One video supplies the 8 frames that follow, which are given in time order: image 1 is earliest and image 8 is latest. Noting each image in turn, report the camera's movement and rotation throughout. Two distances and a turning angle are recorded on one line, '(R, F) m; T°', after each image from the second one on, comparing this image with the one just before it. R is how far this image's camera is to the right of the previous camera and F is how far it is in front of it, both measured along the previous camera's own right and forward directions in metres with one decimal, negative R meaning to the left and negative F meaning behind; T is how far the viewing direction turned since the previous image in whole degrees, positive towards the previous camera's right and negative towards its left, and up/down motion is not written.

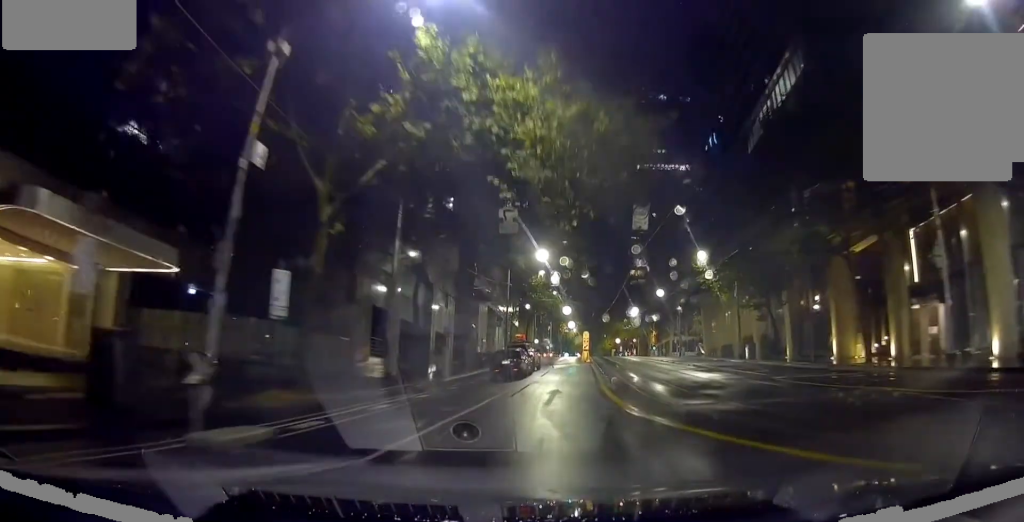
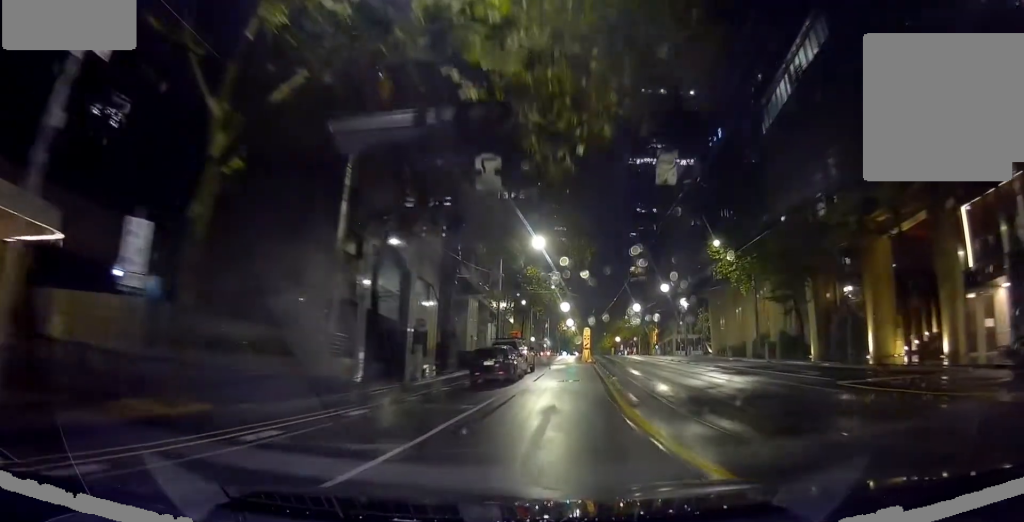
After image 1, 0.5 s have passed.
(-0.2, +6.8) m; -1°
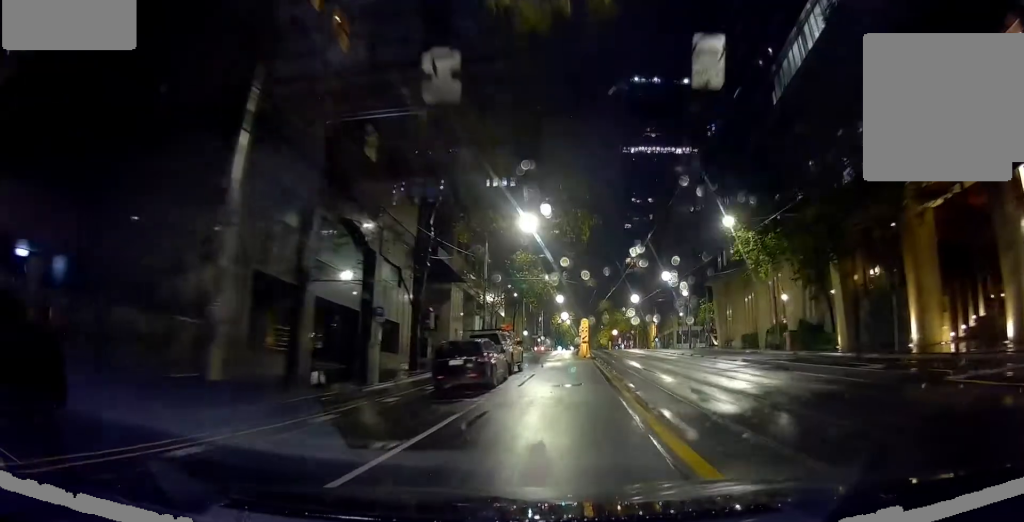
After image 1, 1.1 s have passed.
(-0.1, +6.8) m; -1°
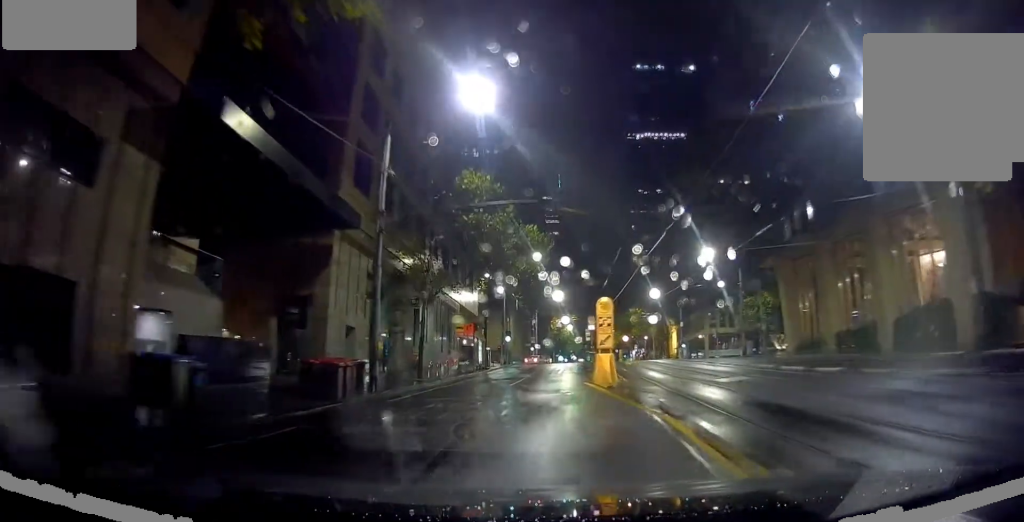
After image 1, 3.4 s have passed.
(+0.5, +29.3) m; +1°
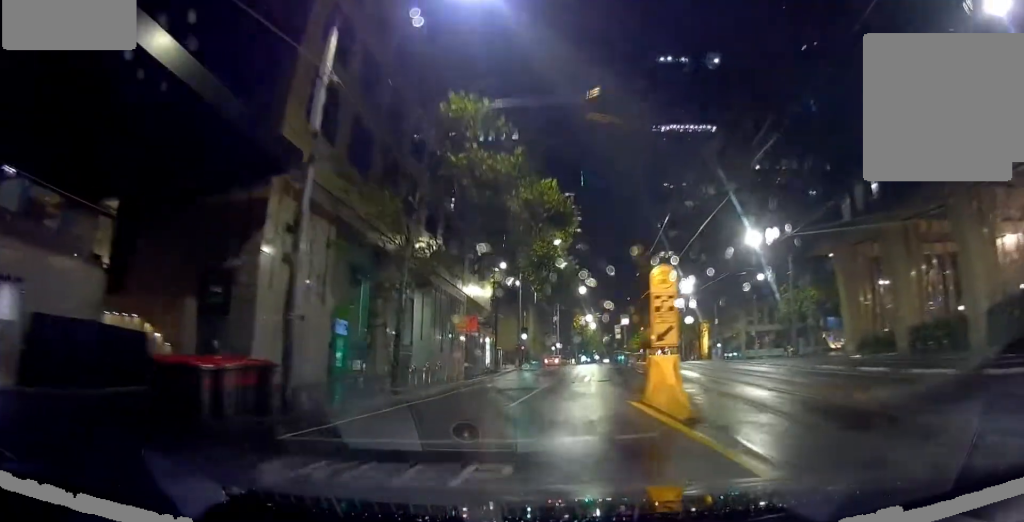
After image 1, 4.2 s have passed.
(-0.1, +9.6) m; -1°
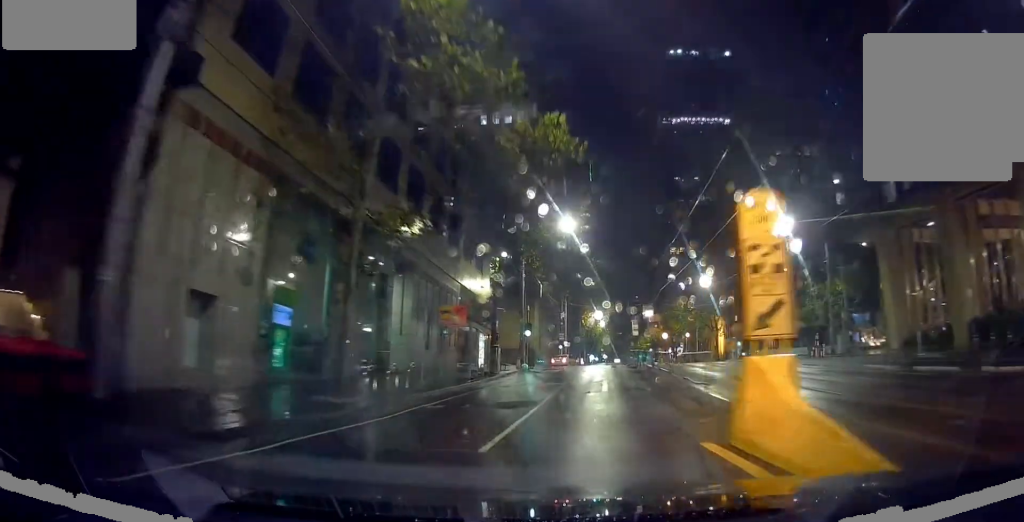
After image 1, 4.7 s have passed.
(0.0, +7.1) m; +1°
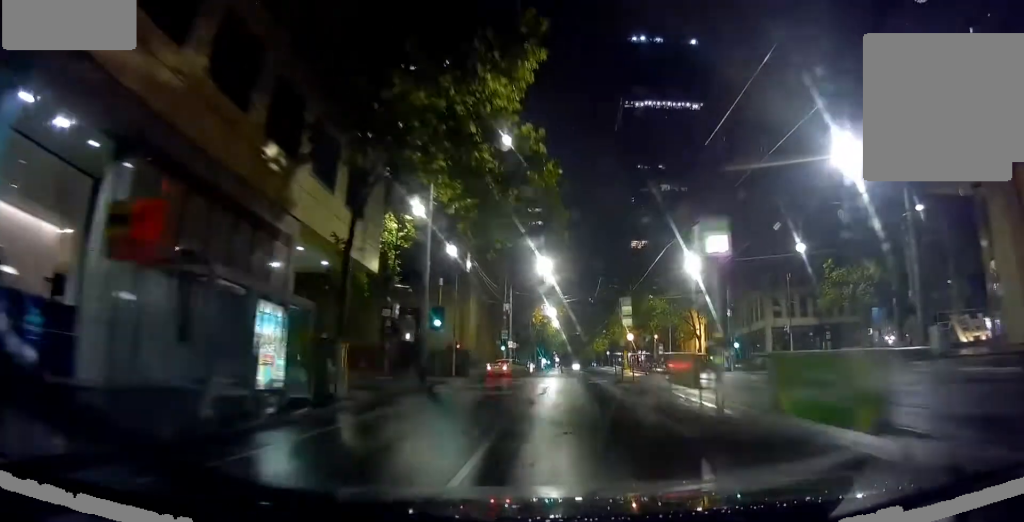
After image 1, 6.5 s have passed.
(+0.2, +22.1) m; 0°
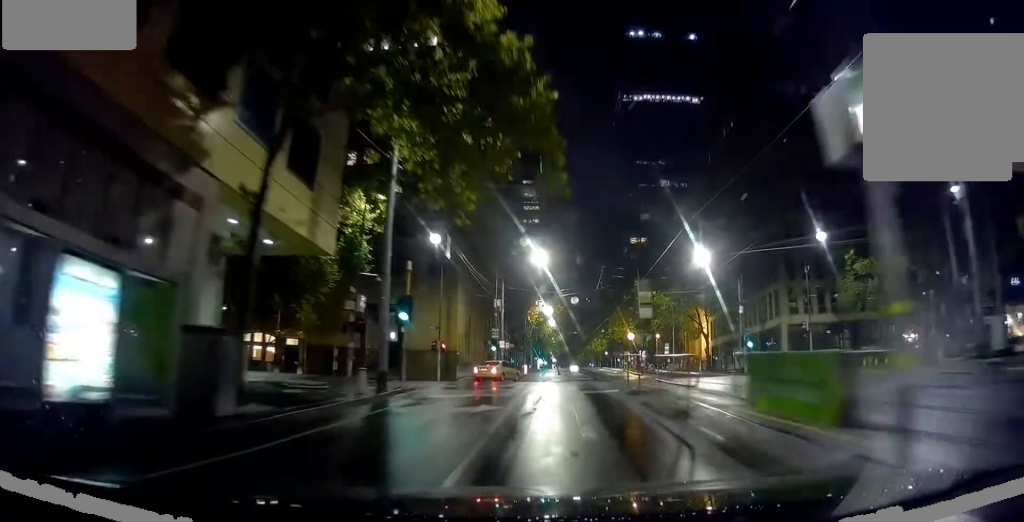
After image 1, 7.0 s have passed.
(-0.1, +6.7) m; 0°
